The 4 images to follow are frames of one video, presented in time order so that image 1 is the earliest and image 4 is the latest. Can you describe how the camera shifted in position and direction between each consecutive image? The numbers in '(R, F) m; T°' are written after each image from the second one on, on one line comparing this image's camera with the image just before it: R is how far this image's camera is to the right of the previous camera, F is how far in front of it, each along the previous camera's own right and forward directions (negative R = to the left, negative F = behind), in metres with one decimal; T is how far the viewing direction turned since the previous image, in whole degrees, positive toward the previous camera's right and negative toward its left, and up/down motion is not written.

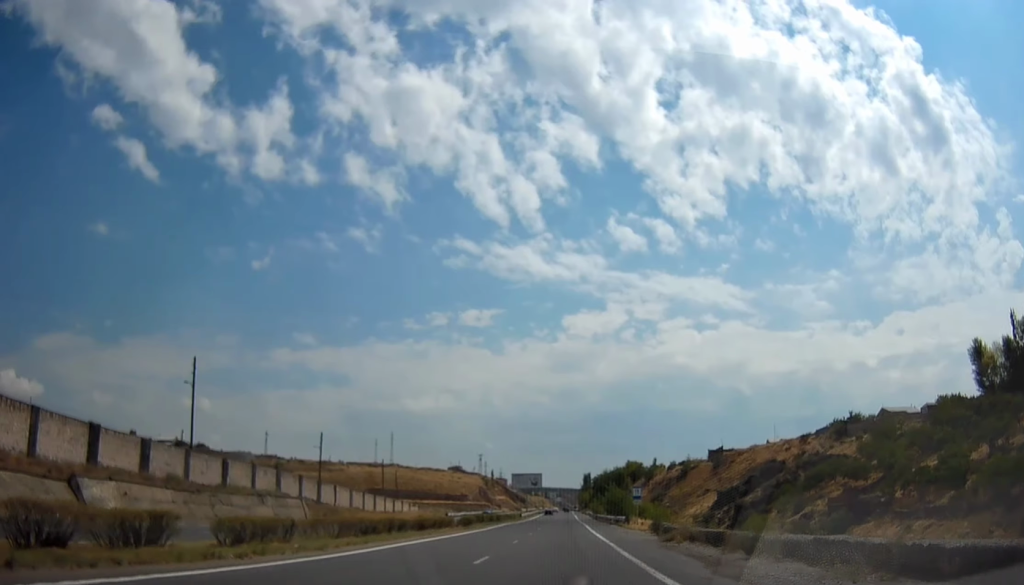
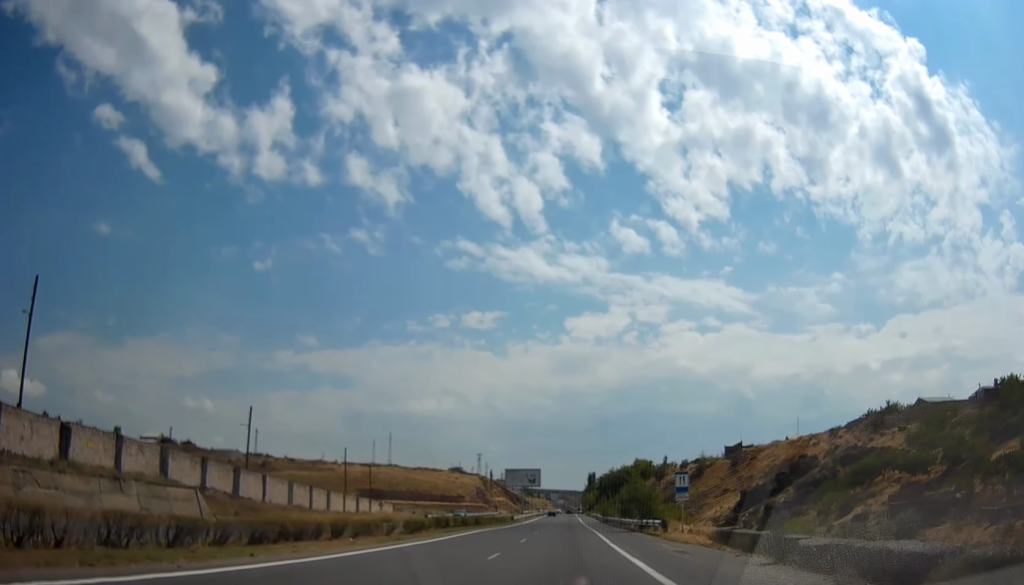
(-0.3, +20.5) m; -1°
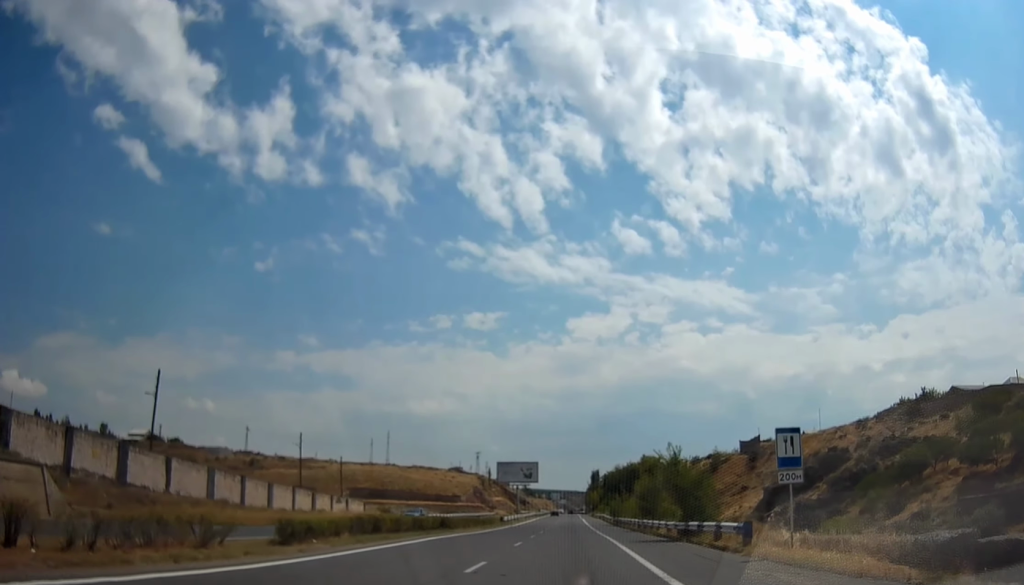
(-0.1, +16.5) m; 0°
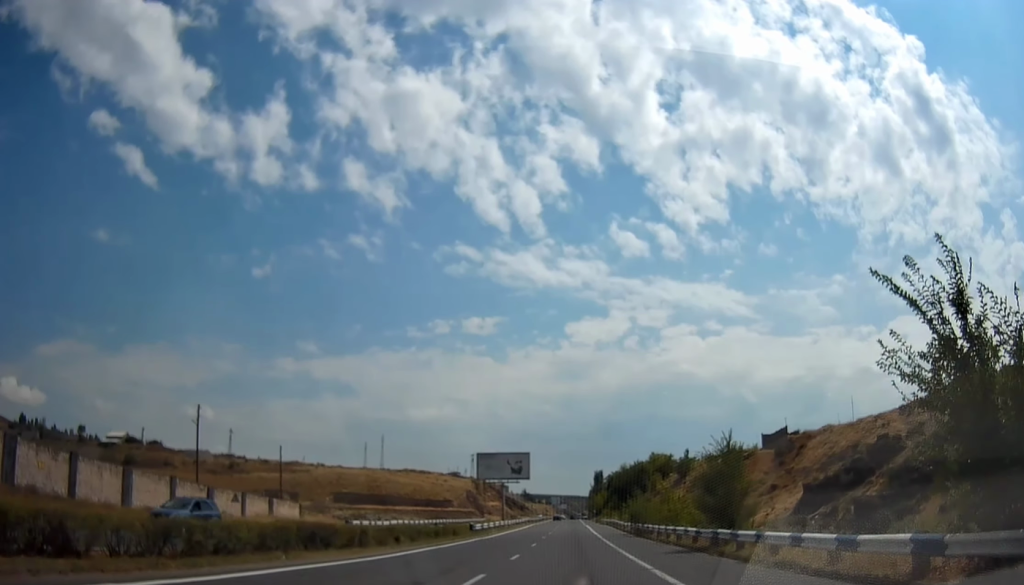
(0.0, +22.8) m; +1°
